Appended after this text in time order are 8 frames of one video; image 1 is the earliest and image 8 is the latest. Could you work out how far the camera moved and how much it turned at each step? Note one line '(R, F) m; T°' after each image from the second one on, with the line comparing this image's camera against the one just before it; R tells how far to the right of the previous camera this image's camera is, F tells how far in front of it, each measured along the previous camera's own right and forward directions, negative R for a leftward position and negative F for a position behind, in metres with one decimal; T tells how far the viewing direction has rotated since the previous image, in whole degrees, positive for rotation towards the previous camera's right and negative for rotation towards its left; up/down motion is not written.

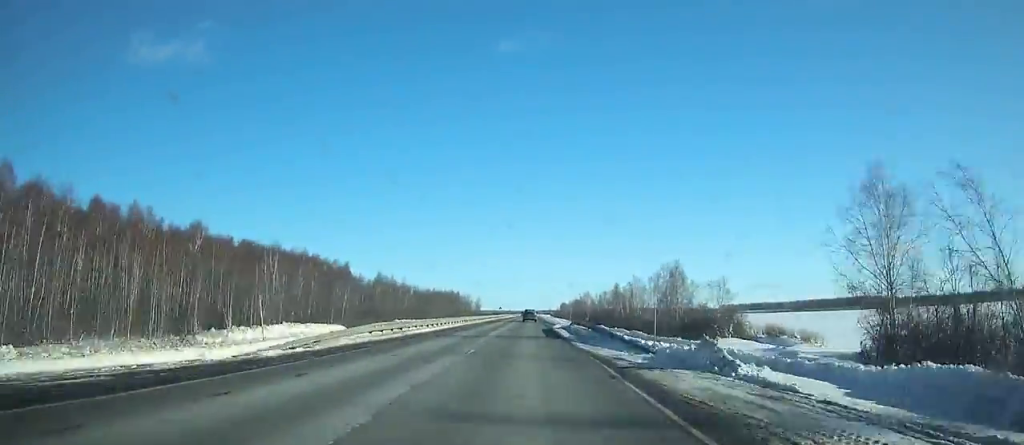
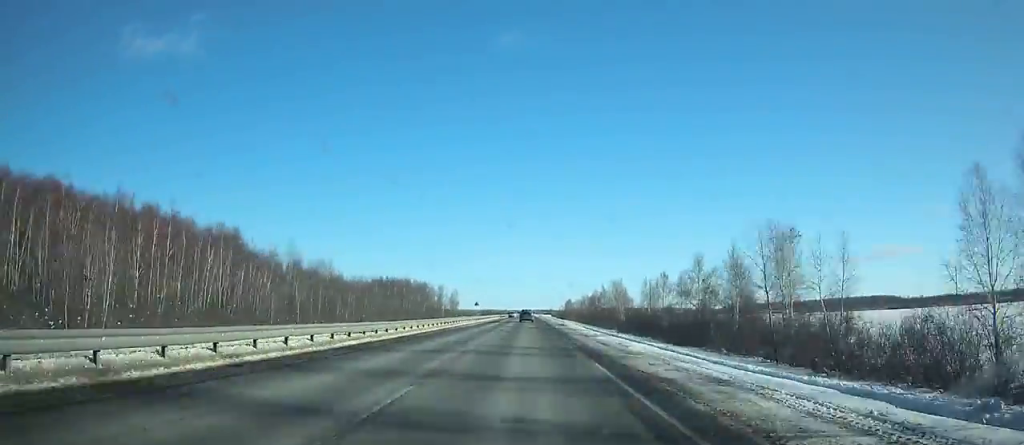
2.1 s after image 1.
(+0.1, +68.7) m; 0°
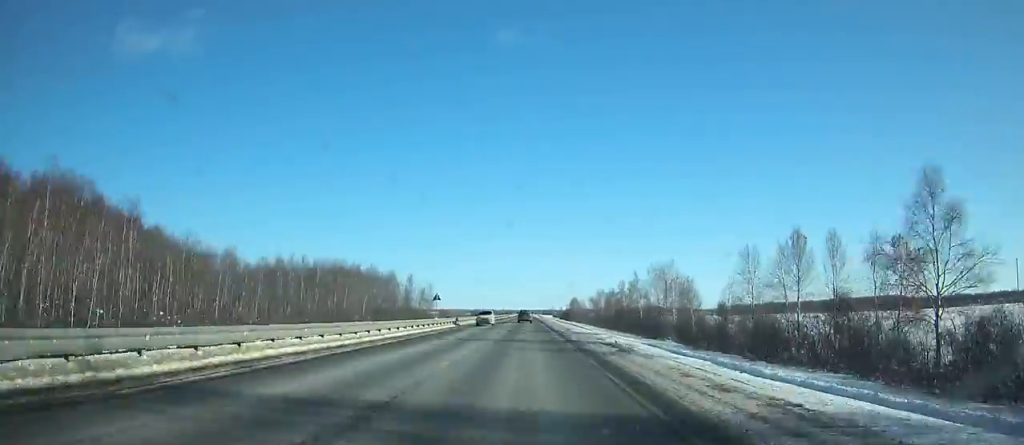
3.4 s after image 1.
(0.0, +43.1) m; 0°
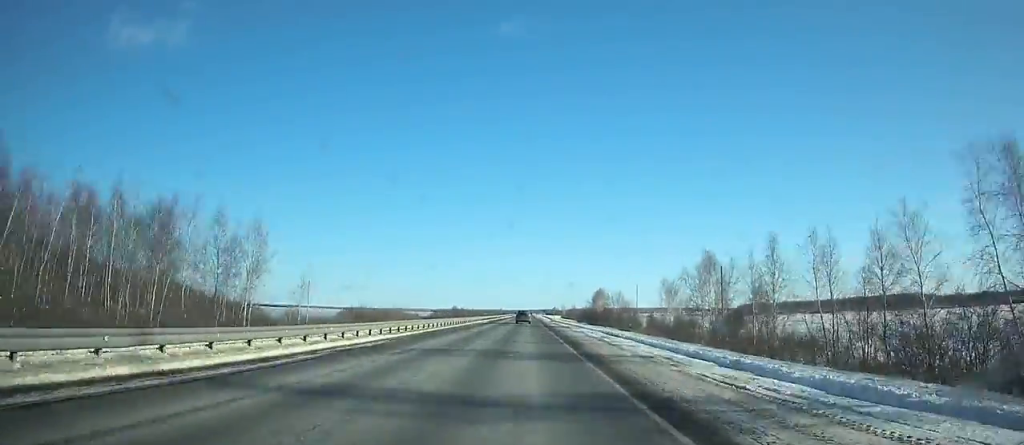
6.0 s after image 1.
(0.0, +87.6) m; 0°
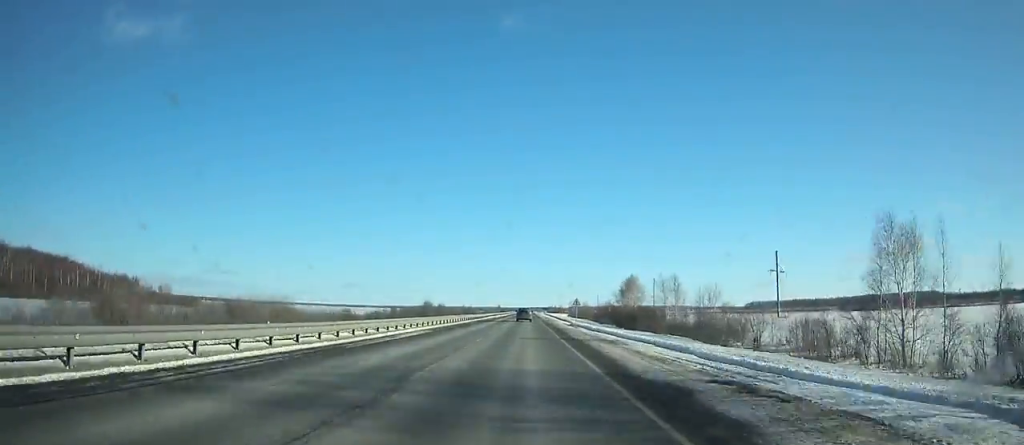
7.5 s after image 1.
(0.0, +50.7) m; 0°
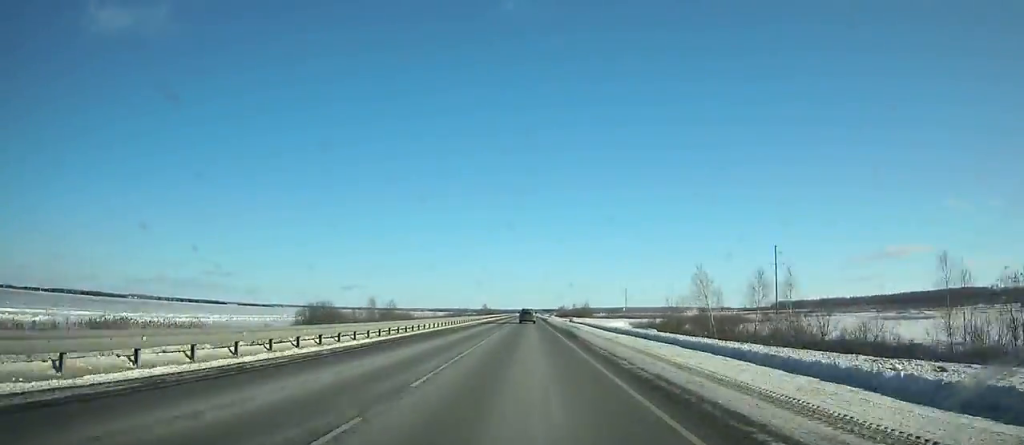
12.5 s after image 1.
(-0.2, +166.4) m; 0°
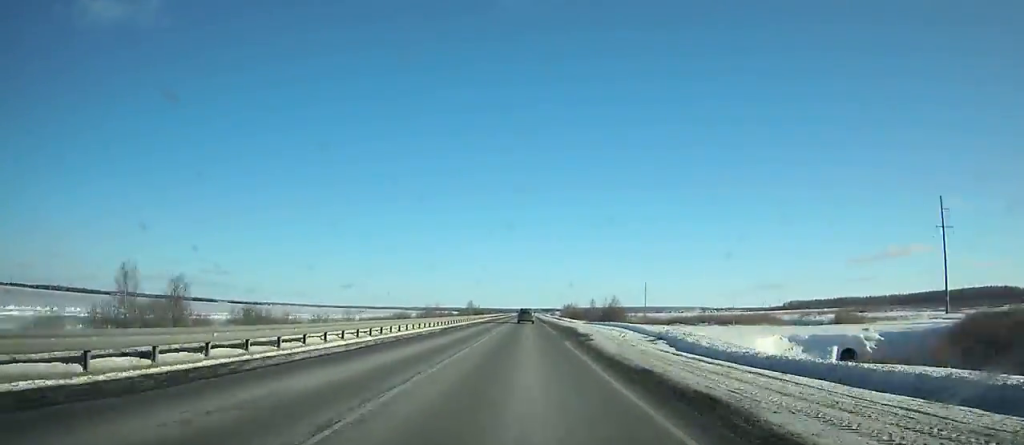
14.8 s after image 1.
(-0.1, +77.3) m; 0°
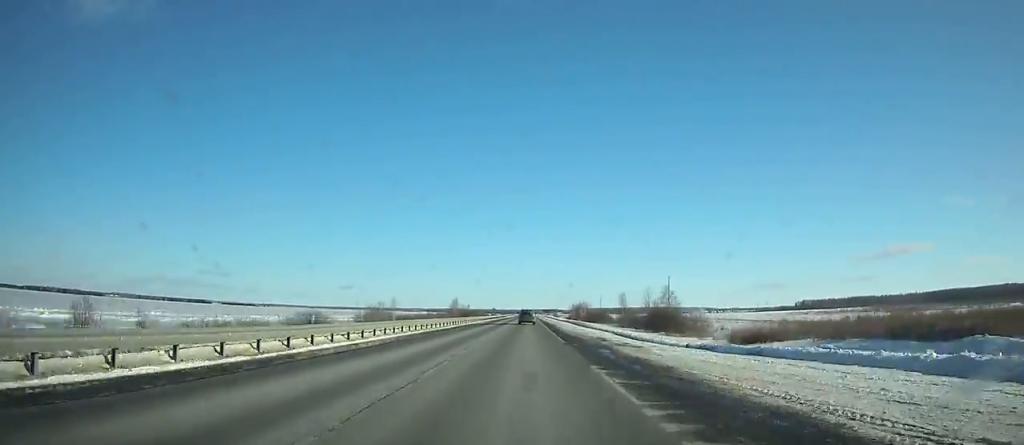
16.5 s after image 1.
(0.0, +58.3) m; 0°
